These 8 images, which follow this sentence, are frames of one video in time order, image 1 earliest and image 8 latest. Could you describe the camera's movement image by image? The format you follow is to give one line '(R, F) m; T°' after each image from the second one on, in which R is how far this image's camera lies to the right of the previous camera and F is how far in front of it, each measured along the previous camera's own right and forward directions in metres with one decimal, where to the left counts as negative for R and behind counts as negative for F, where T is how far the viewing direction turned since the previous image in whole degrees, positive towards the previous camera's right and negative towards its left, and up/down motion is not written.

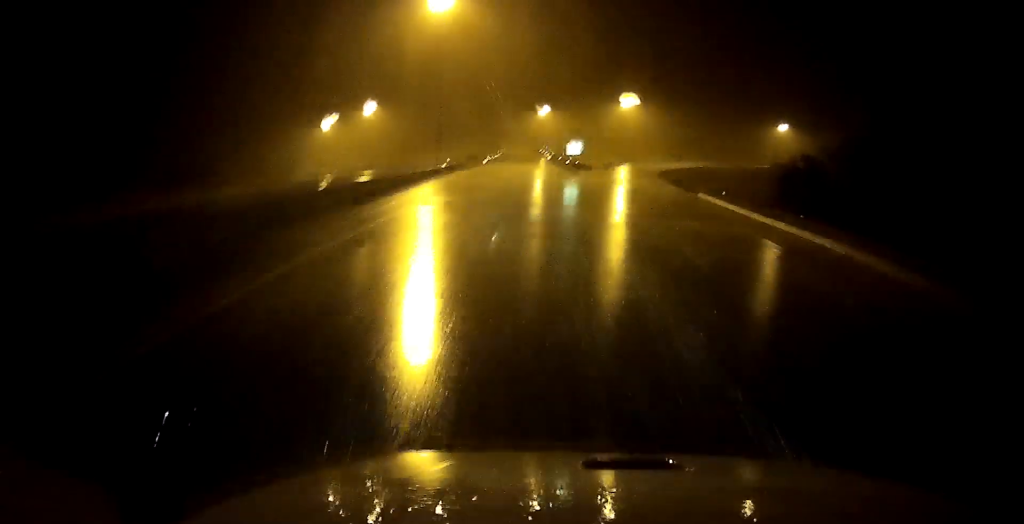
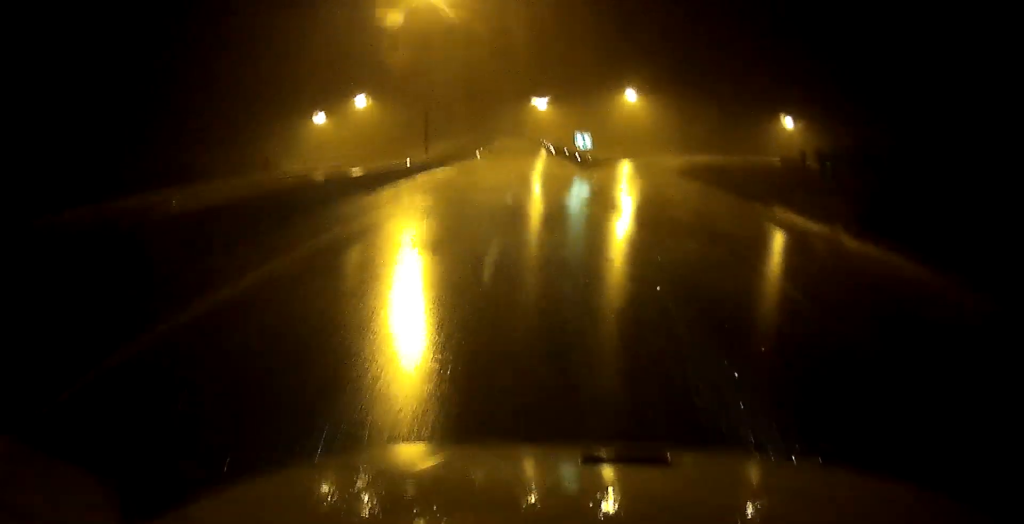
(+0.1, +16.0) m; 0°
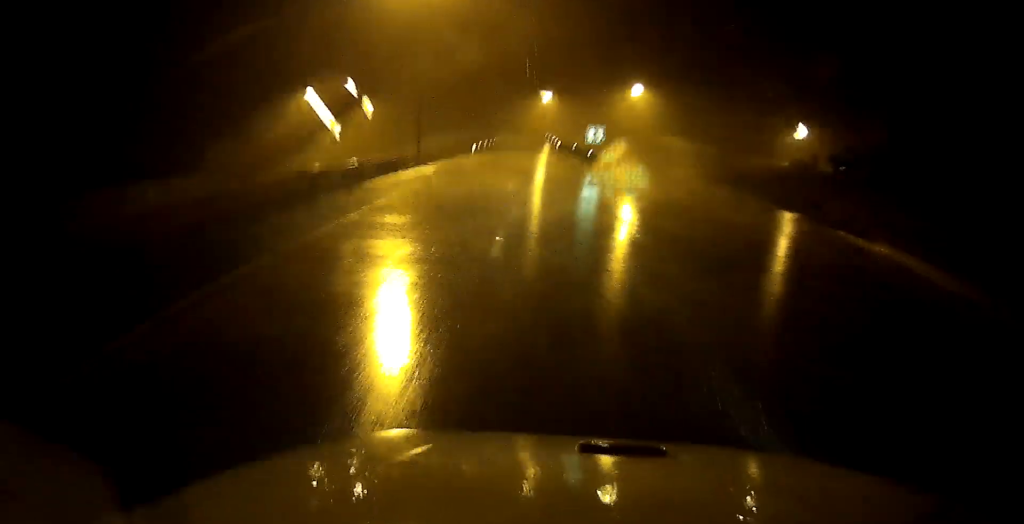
(0.0, +11.2) m; 0°
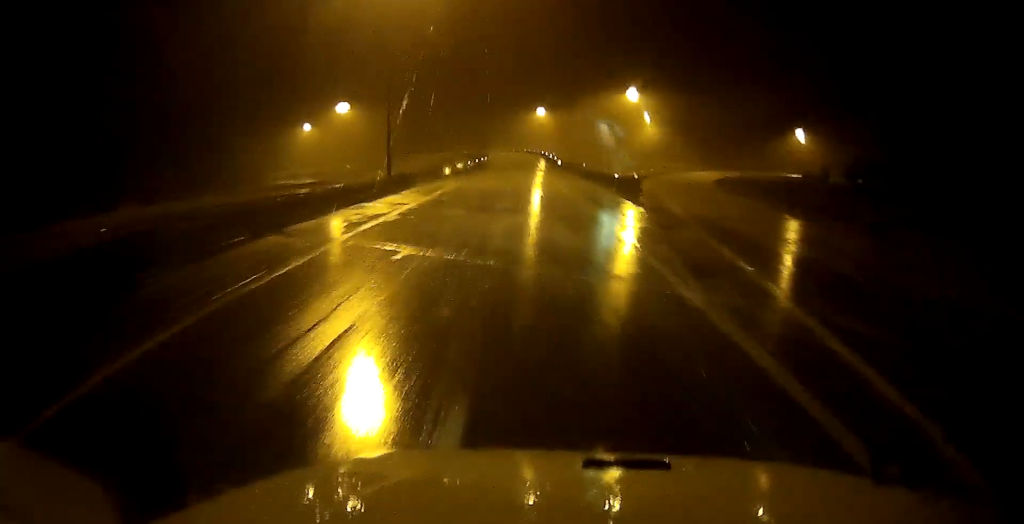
(-0.1, +20.8) m; 0°
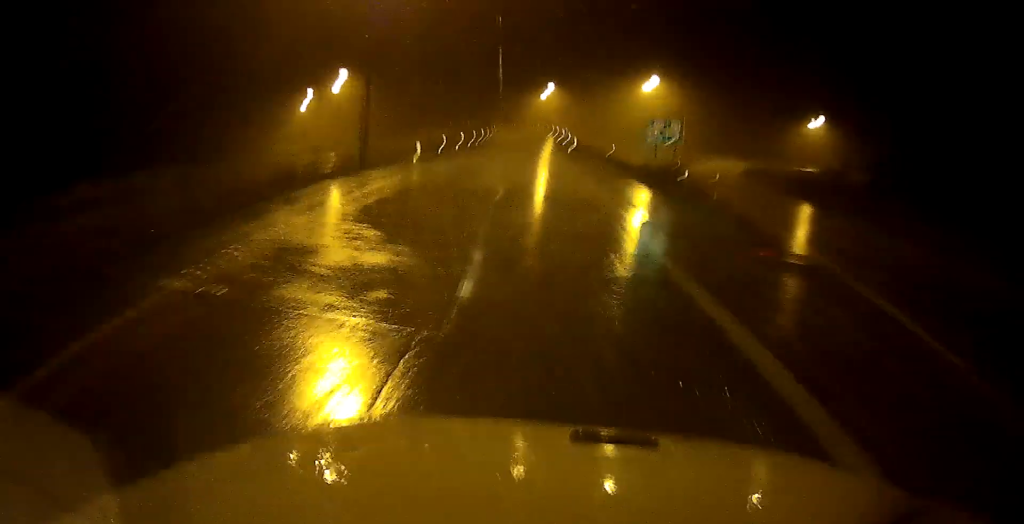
(+0.1, +16.8) m; 0°
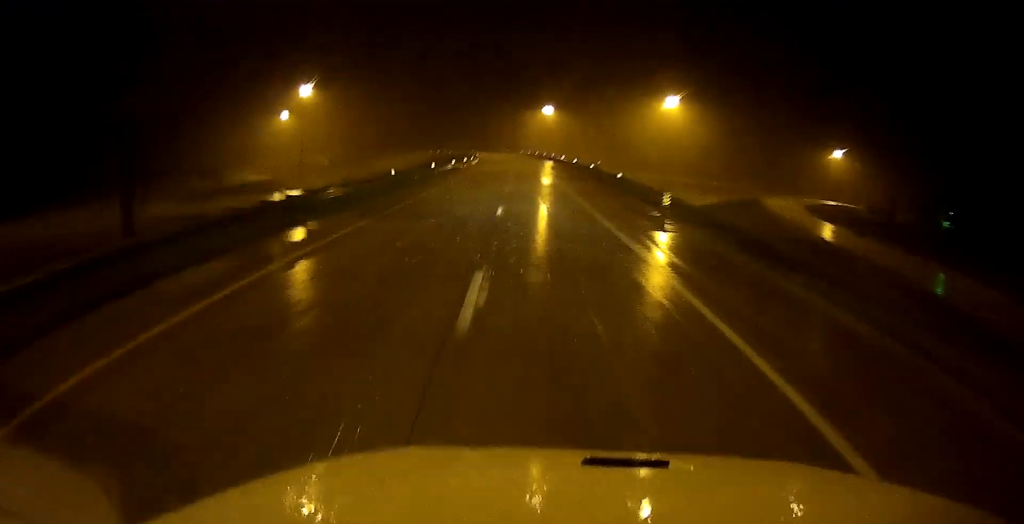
(-0.2, +48.5) m; 0°
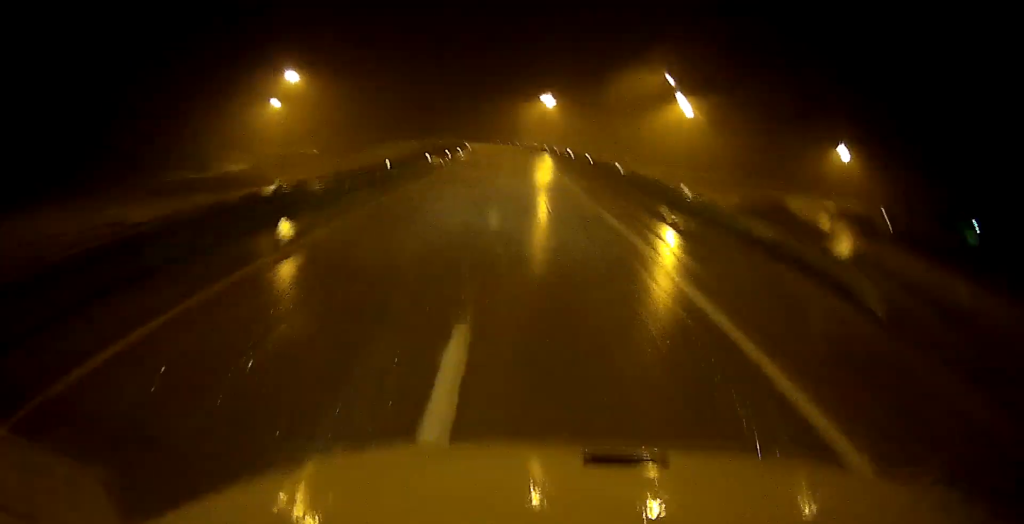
(+0.1, +15.9) m; 0°
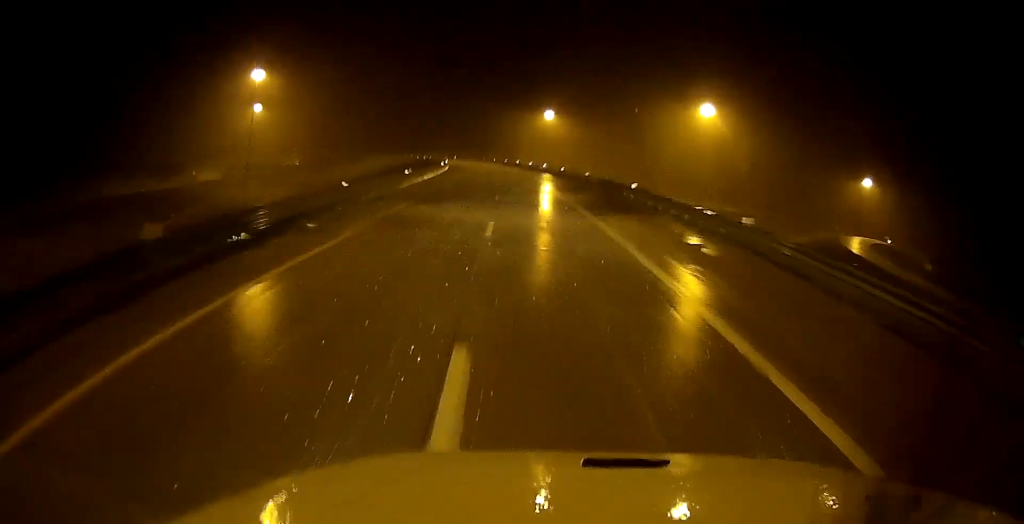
(-0.1, +36.8) m; -2°
